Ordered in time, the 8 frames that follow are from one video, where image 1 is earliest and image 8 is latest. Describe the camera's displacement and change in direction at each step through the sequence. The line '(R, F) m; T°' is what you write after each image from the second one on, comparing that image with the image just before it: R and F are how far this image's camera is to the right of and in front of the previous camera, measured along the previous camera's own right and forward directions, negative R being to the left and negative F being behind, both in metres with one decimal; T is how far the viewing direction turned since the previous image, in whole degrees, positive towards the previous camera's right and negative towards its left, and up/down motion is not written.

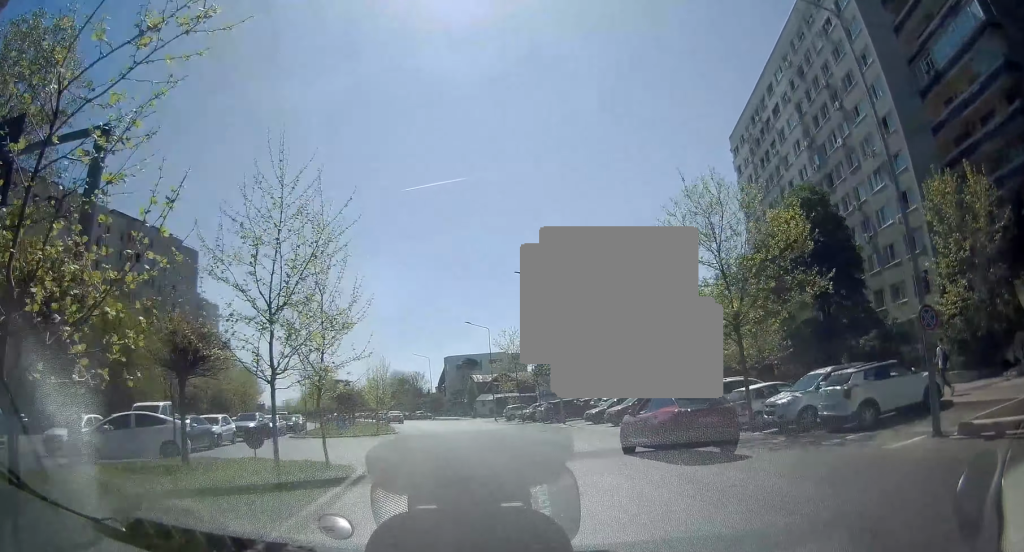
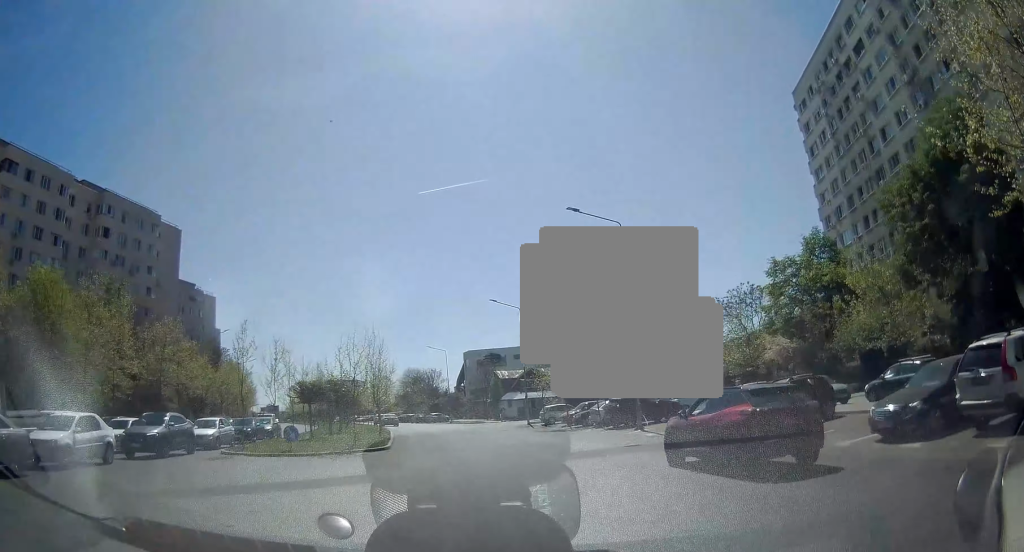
(-0.5, +14.1) m; -3°
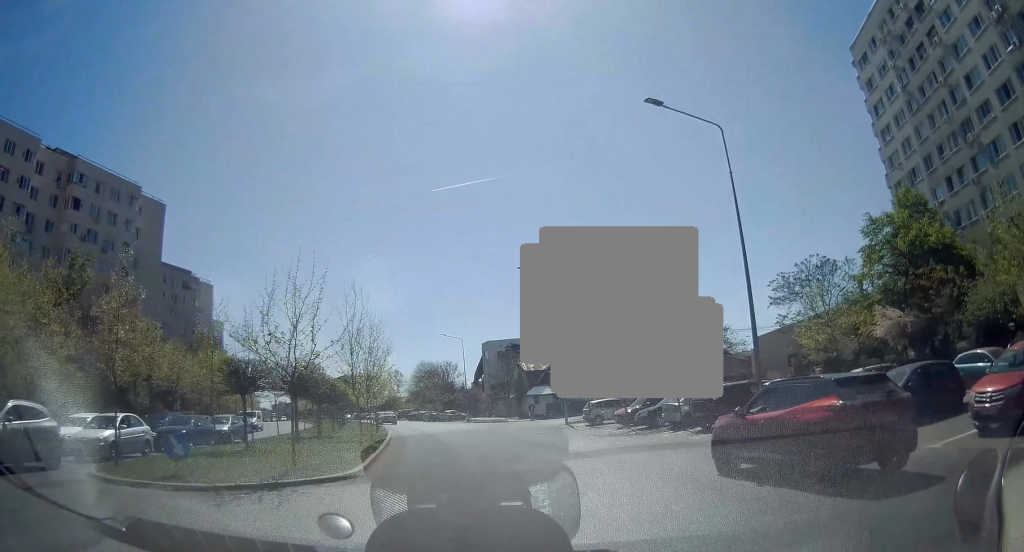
(-0.2, +10.7) m; -2°
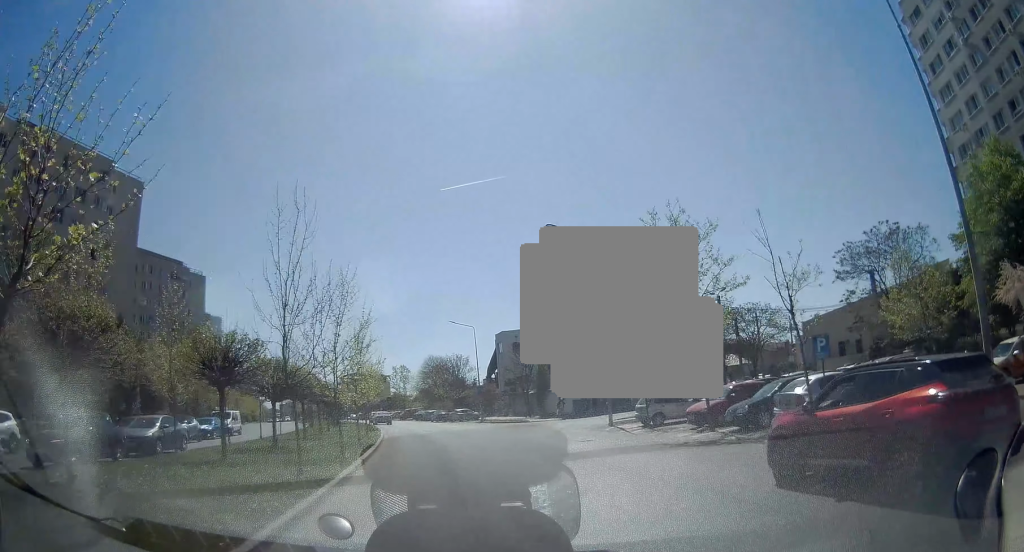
(0.0, +9.2) m; -2°
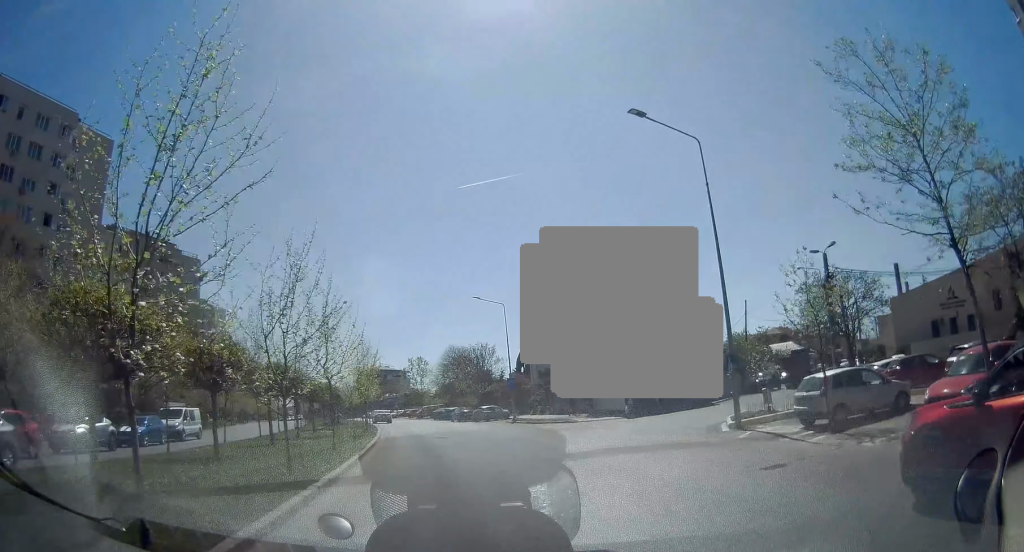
(-0.4, +12.7) m; -3°
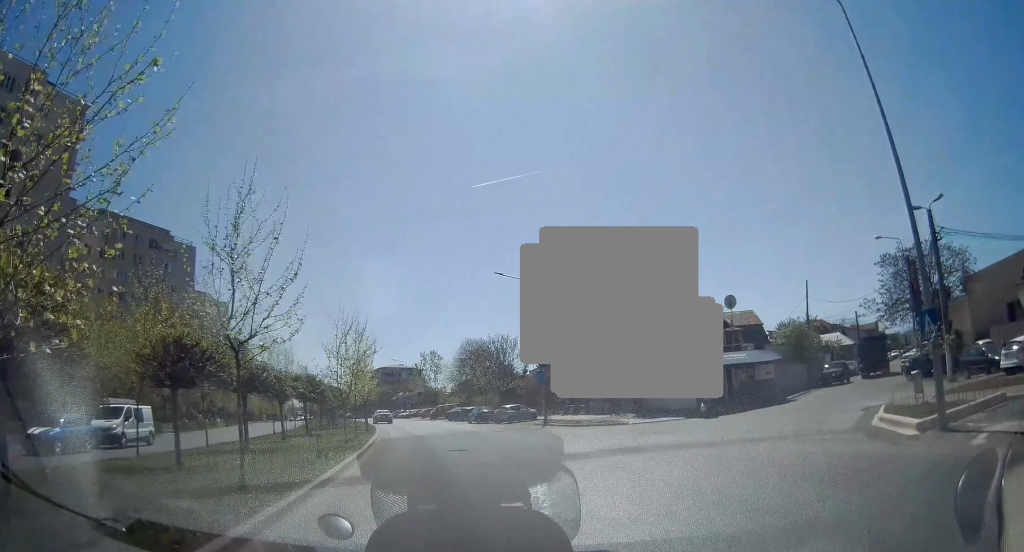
(-0.1, +8.9) m; -2°
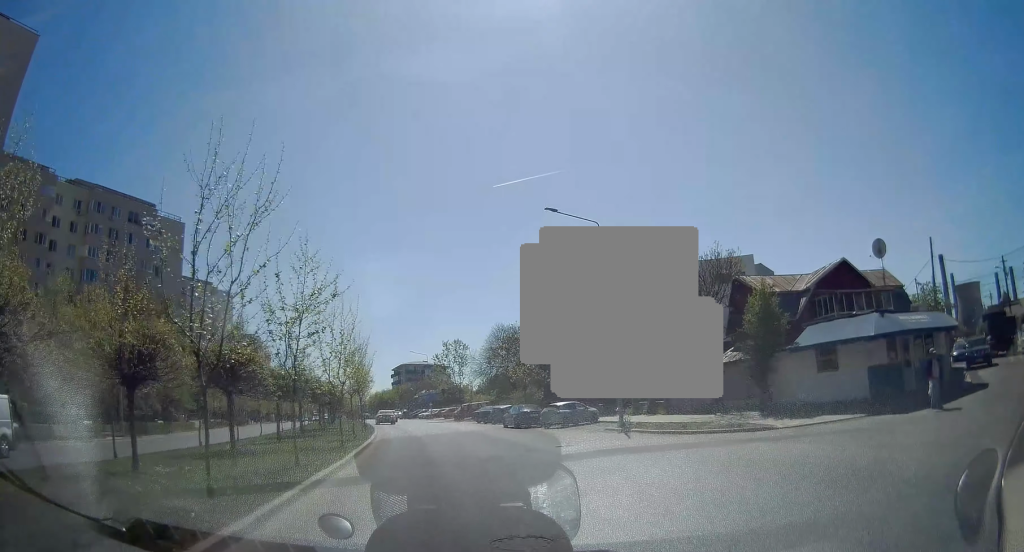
(-0.2, +14.0) m; -3°
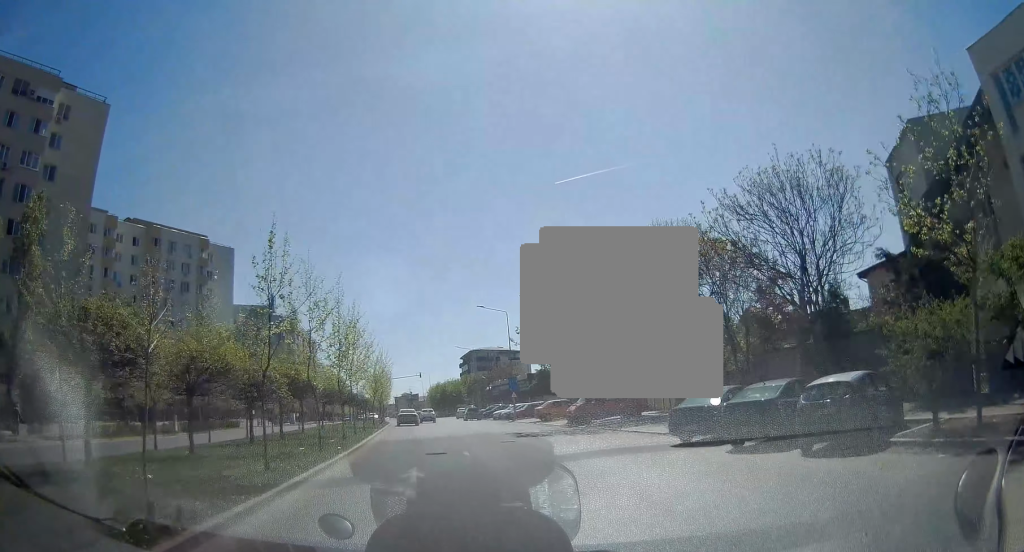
(-2.8, +39.8) m; -8°
